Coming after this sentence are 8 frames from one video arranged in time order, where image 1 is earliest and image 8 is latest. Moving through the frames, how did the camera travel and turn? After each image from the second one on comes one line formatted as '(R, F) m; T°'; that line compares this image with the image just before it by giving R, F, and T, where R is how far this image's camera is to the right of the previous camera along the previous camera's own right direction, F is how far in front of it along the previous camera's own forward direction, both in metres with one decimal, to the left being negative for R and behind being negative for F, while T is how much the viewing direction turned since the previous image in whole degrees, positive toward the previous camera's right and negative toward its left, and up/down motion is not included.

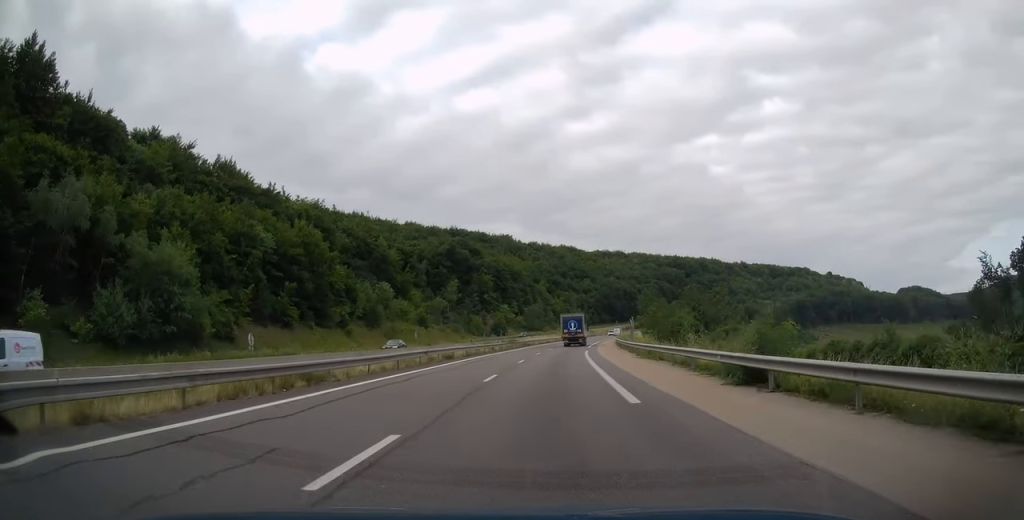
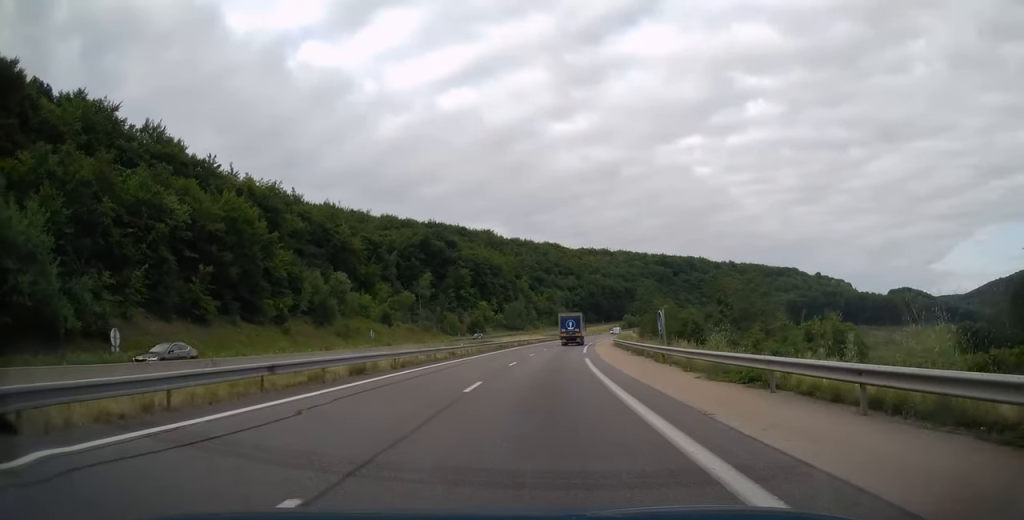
(+0.1, +16.3) m; +1°
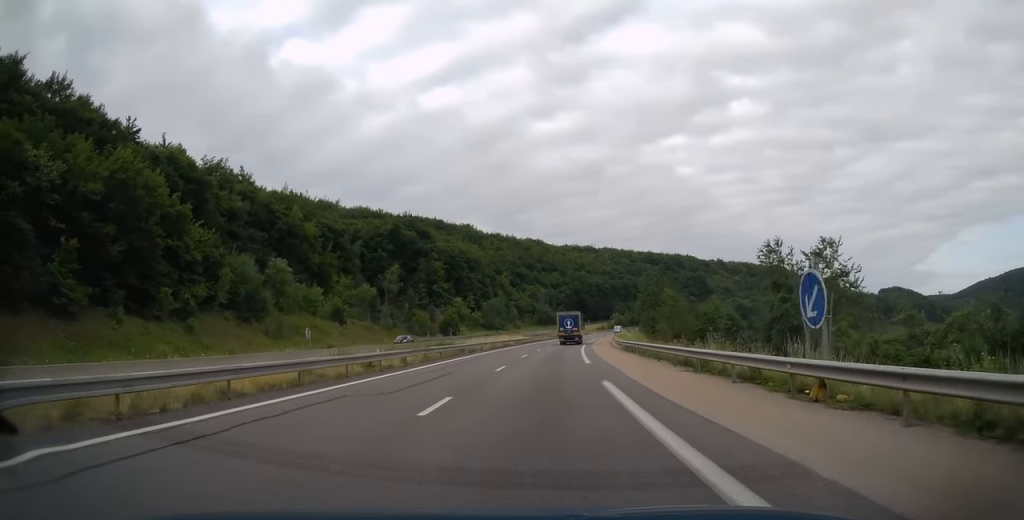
(+0.2, +17.6) m; +2°
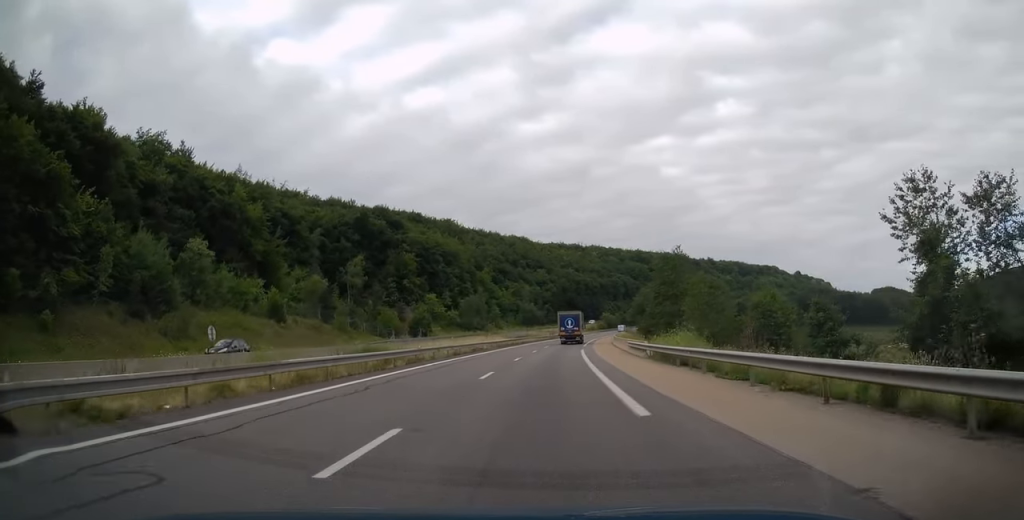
(+0.2, +17.5) m; +2°
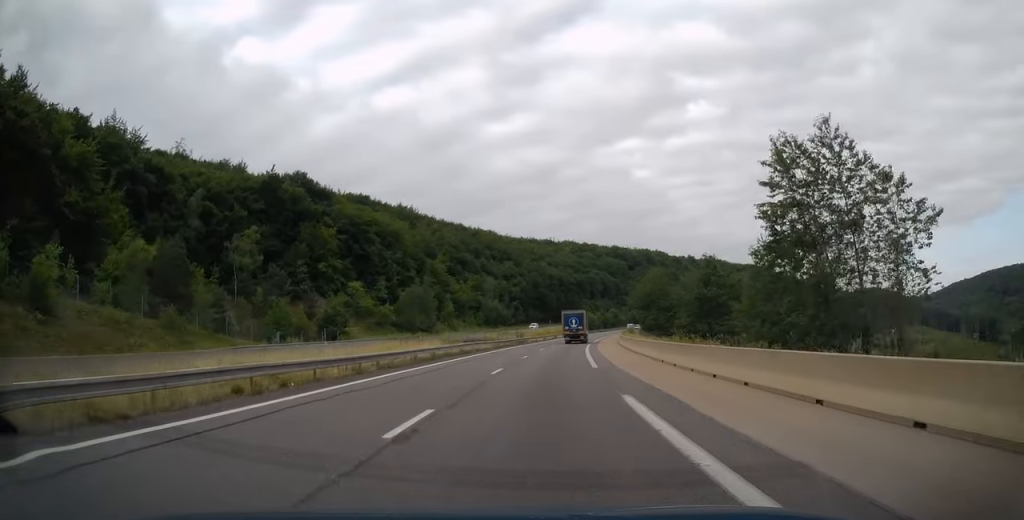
(+1.3, +36.7) m; +3°
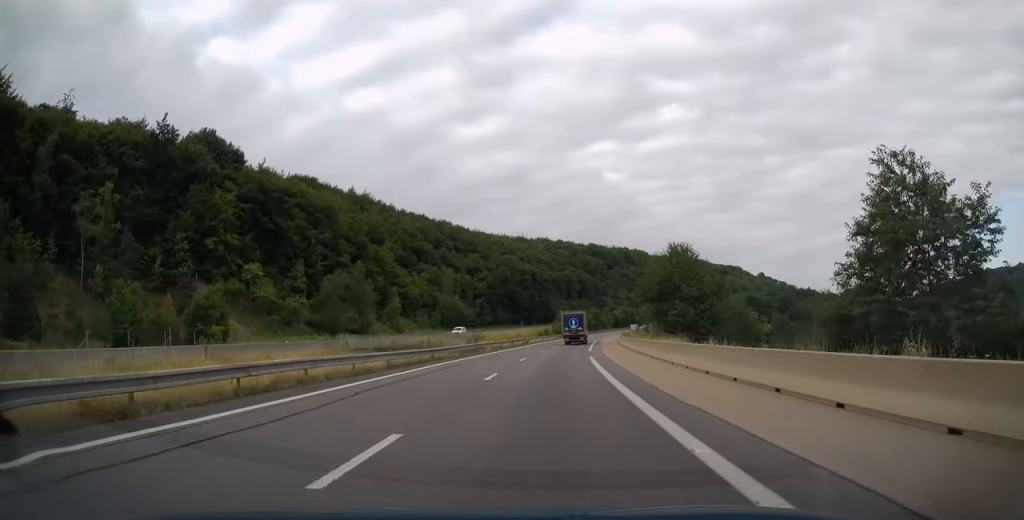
(+0.5, +28.7) m; +3°
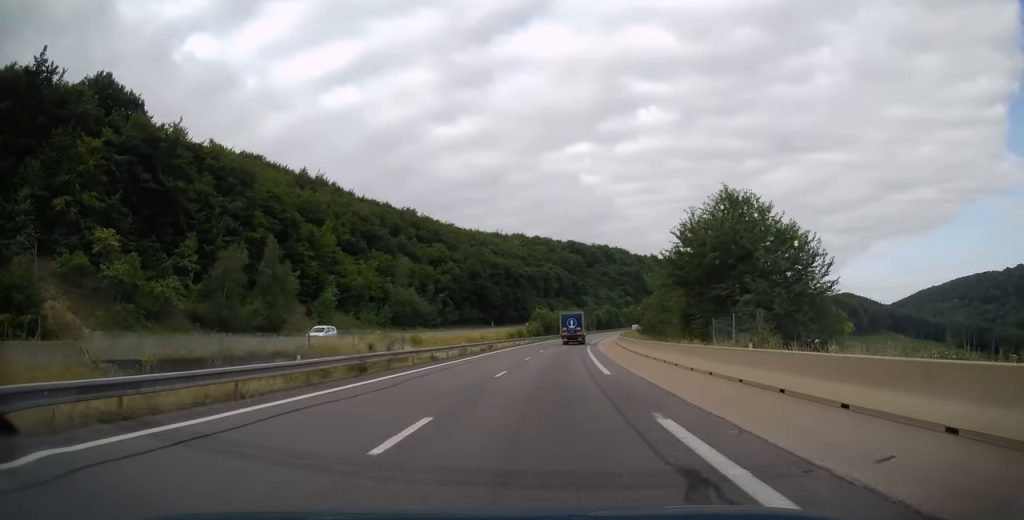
(+0.6, +24.1) m; +3°
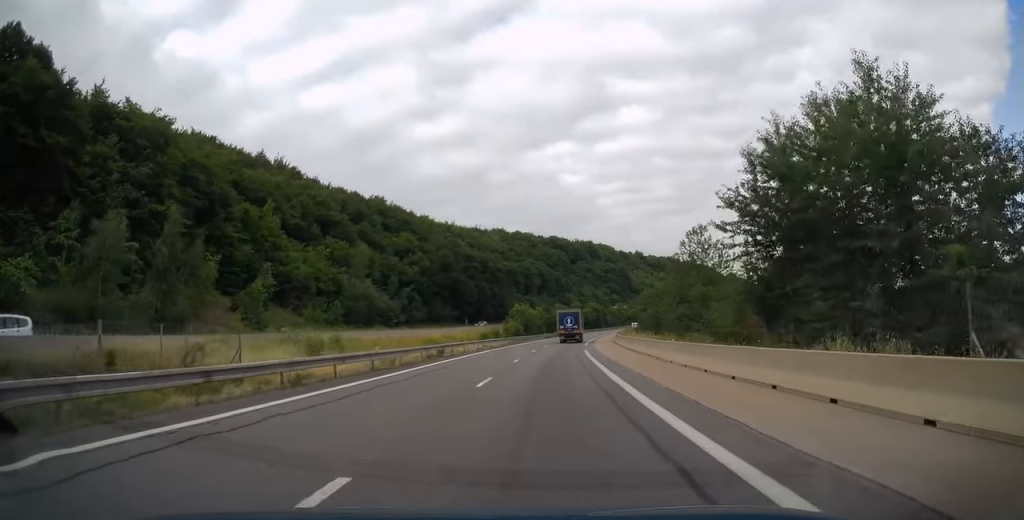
(+0.3, +17.4) m; +2°
